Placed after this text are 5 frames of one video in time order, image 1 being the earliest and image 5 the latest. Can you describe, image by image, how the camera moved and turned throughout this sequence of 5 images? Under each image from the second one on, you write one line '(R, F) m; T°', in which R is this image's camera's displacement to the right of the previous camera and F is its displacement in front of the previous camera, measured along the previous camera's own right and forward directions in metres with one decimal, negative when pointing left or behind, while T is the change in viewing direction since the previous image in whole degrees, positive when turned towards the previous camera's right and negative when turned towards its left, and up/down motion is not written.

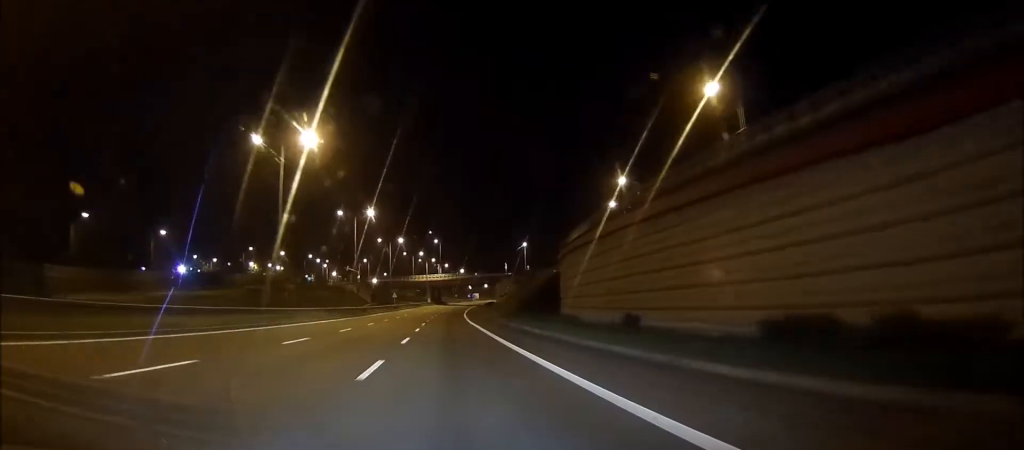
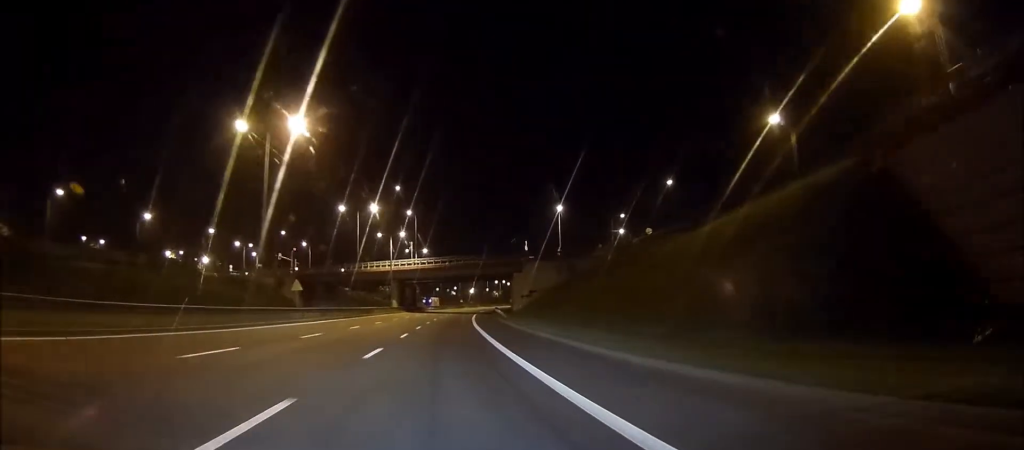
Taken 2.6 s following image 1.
(+1.6, +78.2) m; +3°
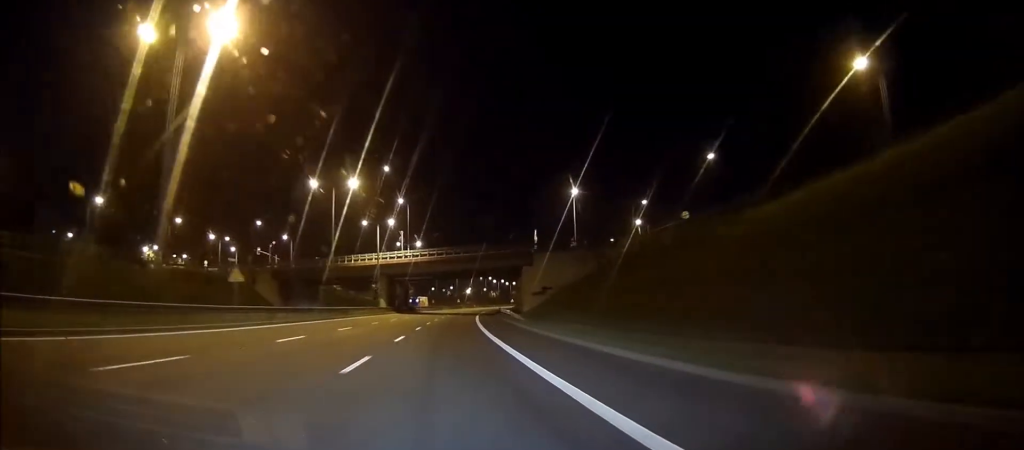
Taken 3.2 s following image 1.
(+0.1, +15.9) m; +1°
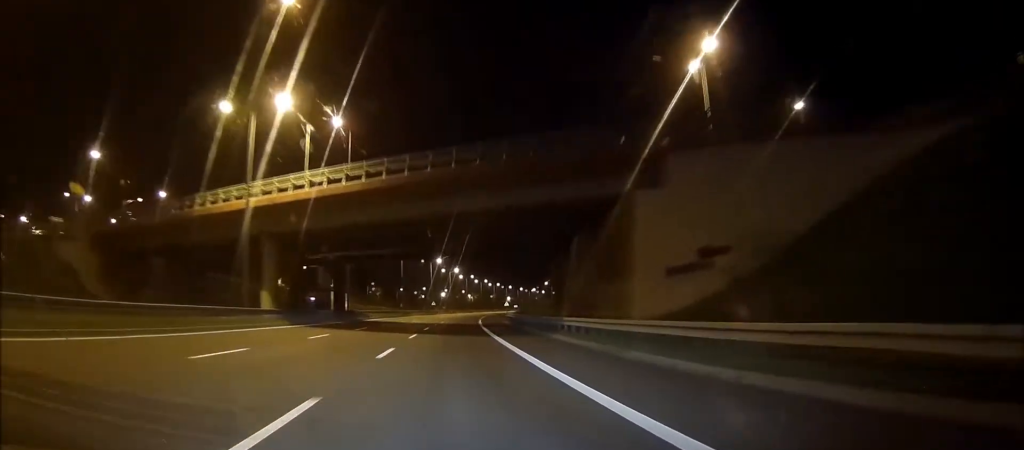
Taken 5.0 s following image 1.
(+1.2, +55.6) m; +2°
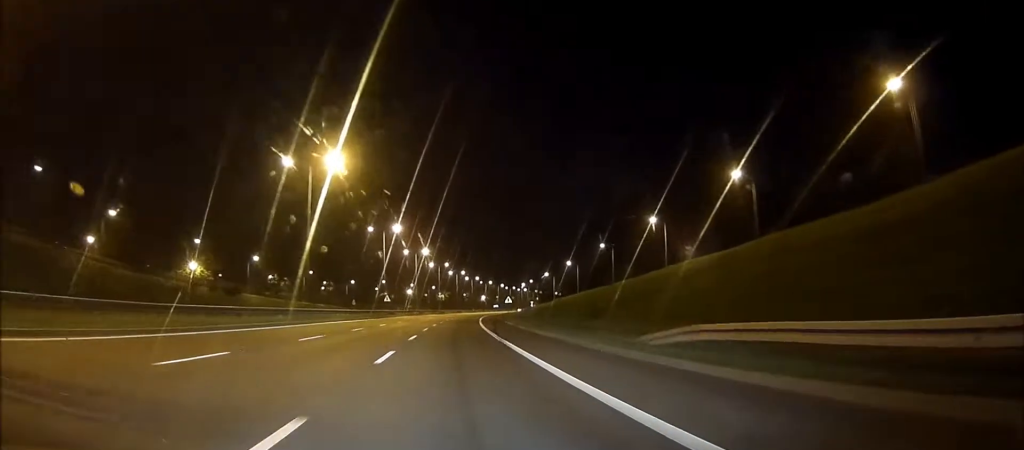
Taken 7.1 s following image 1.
(+2.0, +61.7) m; +5°
